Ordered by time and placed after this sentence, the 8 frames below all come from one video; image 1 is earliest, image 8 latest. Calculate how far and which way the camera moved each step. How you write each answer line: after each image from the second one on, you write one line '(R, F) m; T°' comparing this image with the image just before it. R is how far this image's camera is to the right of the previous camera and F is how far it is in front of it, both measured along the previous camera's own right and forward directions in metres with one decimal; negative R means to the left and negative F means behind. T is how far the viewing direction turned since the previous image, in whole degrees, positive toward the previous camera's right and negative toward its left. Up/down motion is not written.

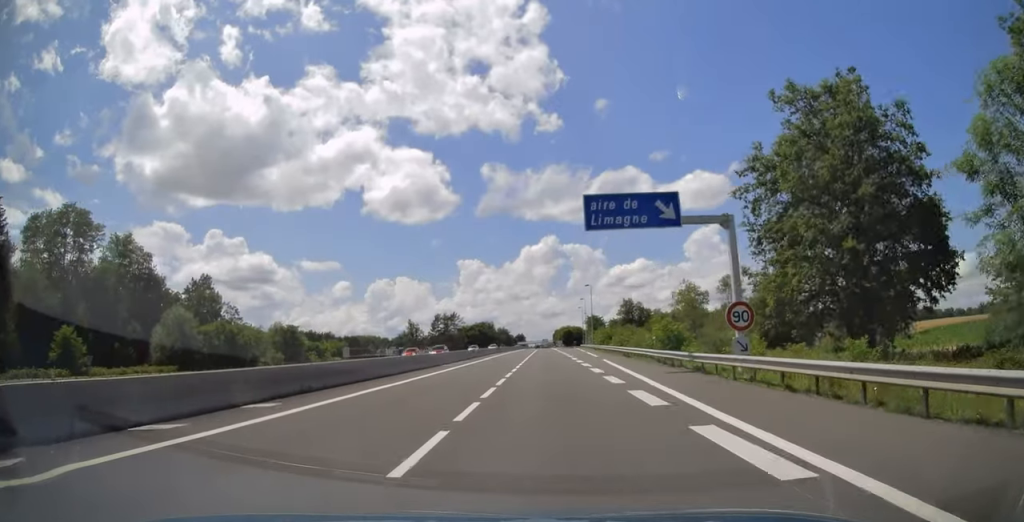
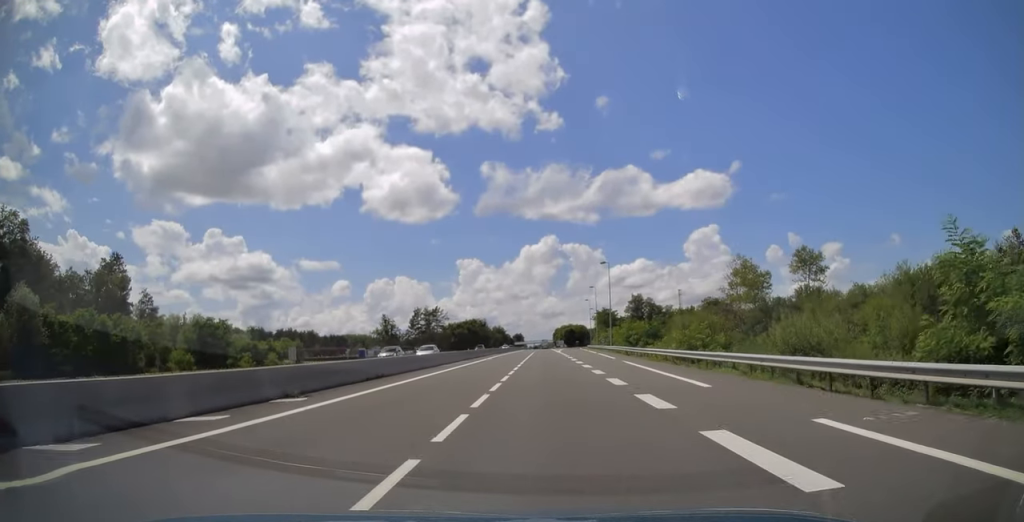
(+0.1, +32.9) m; 0°
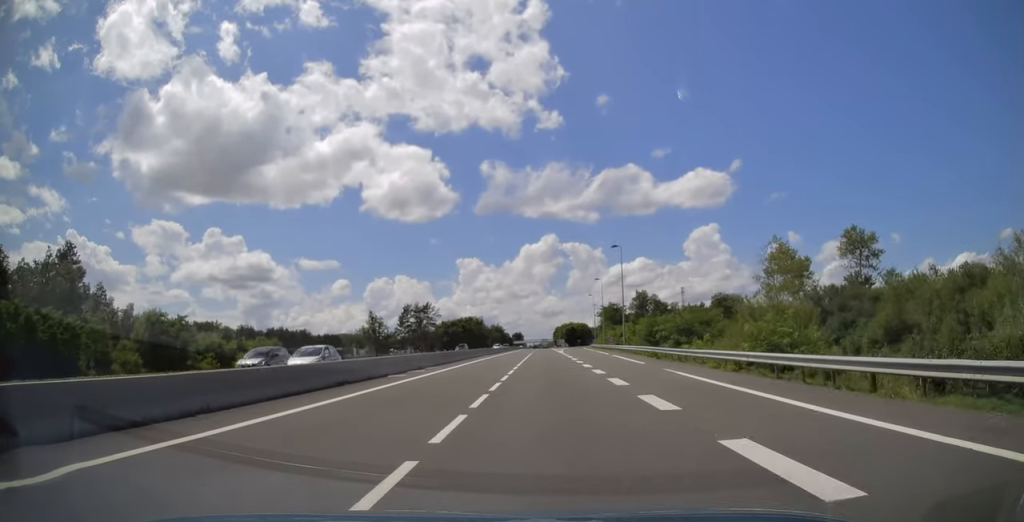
(0.0, +13.4) m; 0°
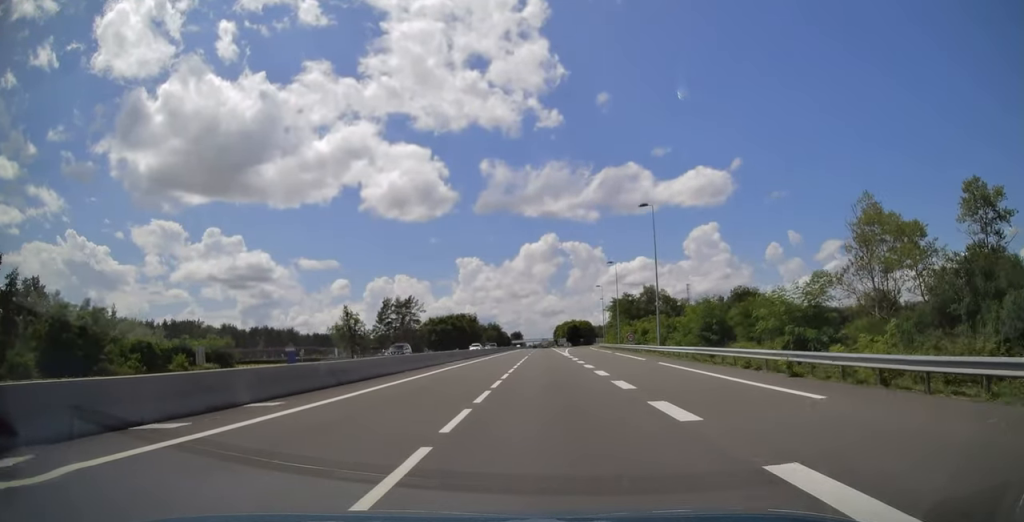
(0.0, +21.1) m; 0°
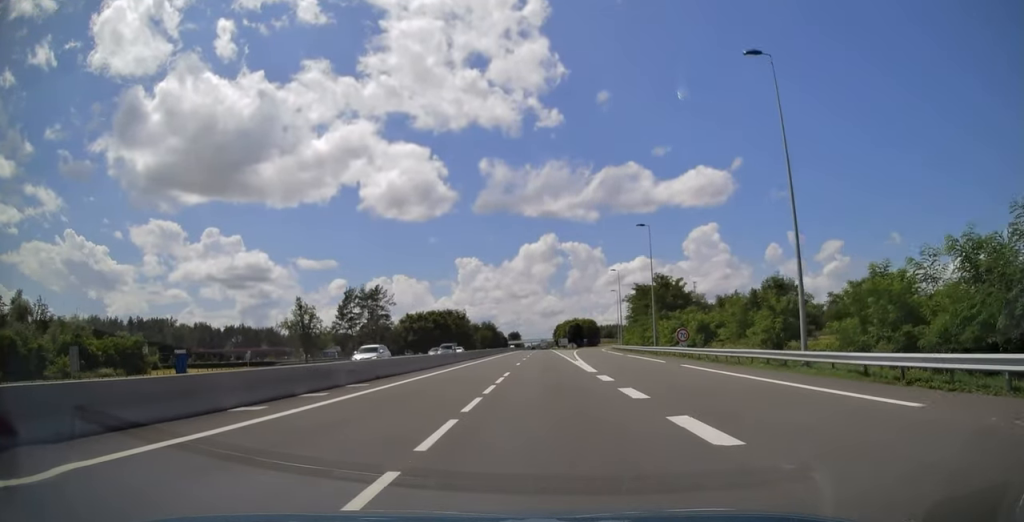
(0.0, +27.8) m; 0°
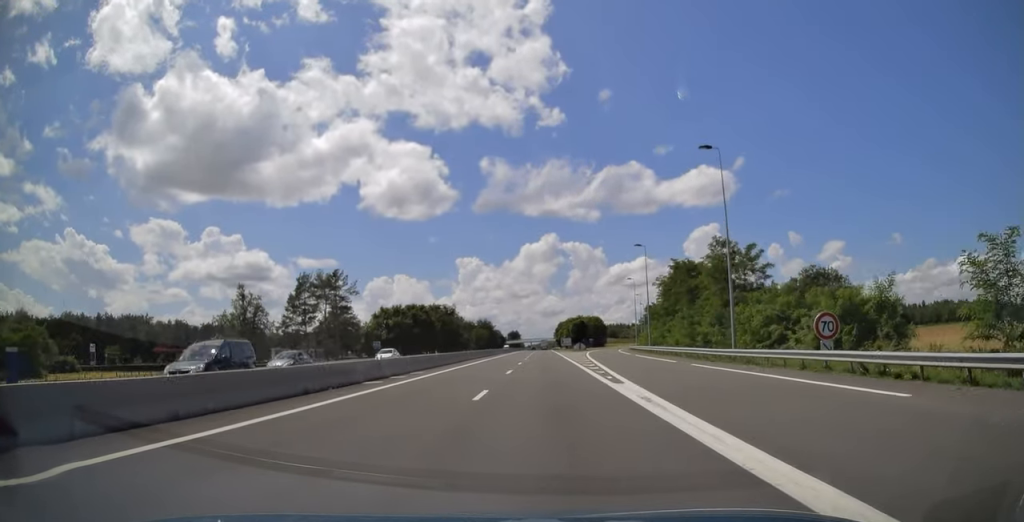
(0.0, +23.7) m; 0°
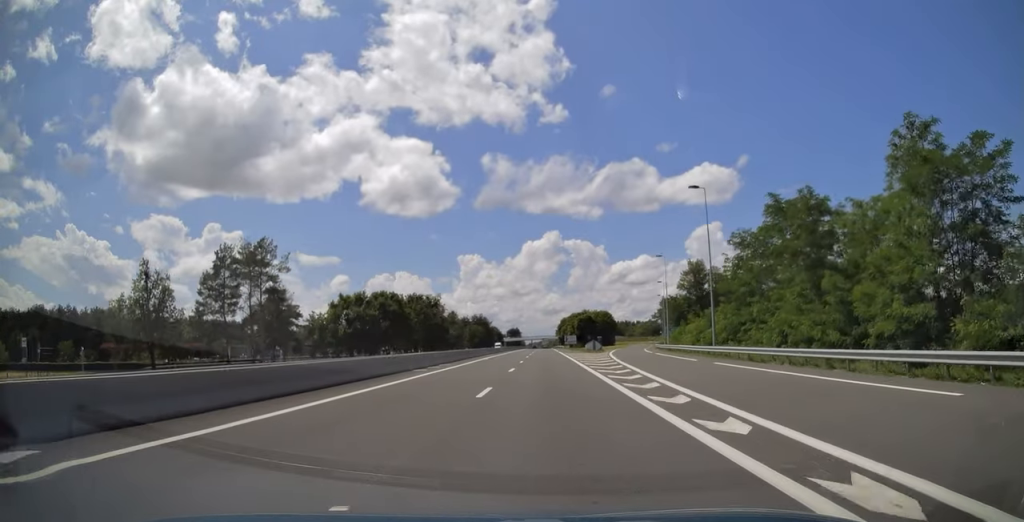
(0.0, +25.7) m; 0°
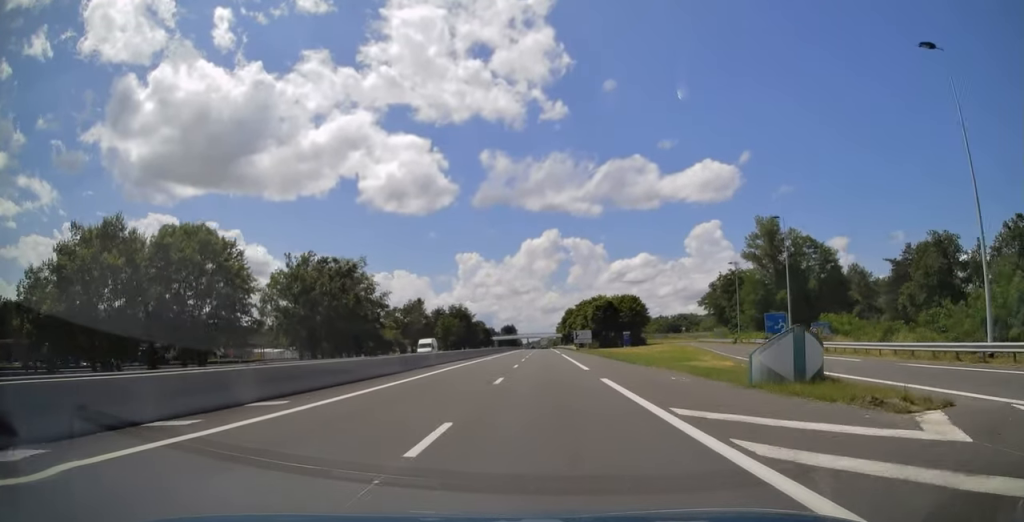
(0.0, +59.8) m; 0°
